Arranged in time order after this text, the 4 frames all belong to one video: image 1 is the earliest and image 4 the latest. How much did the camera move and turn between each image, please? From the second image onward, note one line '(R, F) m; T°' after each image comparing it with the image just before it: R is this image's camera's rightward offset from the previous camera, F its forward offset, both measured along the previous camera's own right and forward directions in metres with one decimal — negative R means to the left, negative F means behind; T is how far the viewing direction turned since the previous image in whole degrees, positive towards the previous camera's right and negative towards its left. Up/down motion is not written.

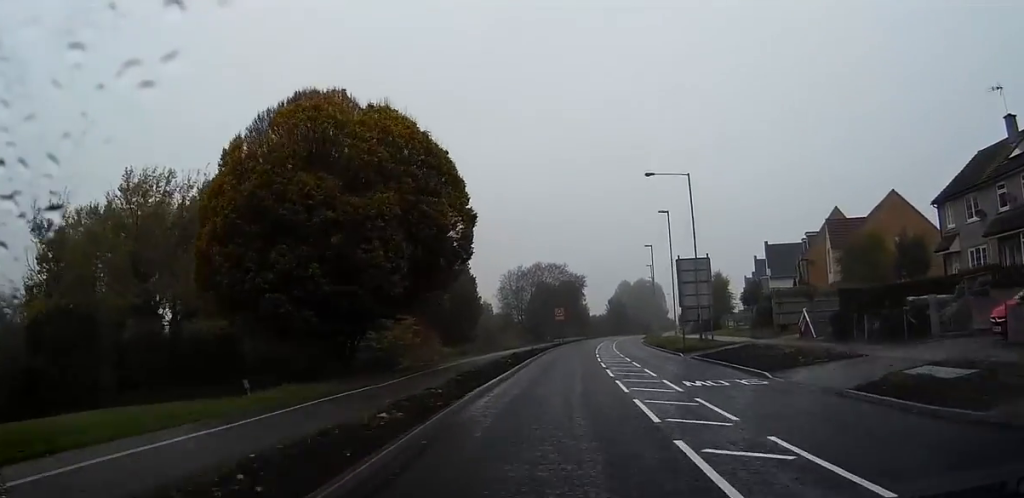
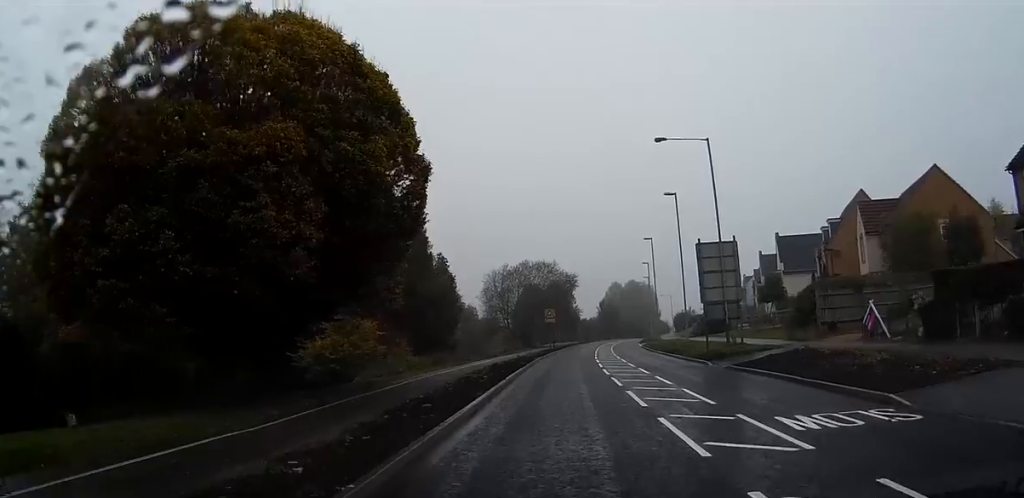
(0.0, +9.2) m; +2°
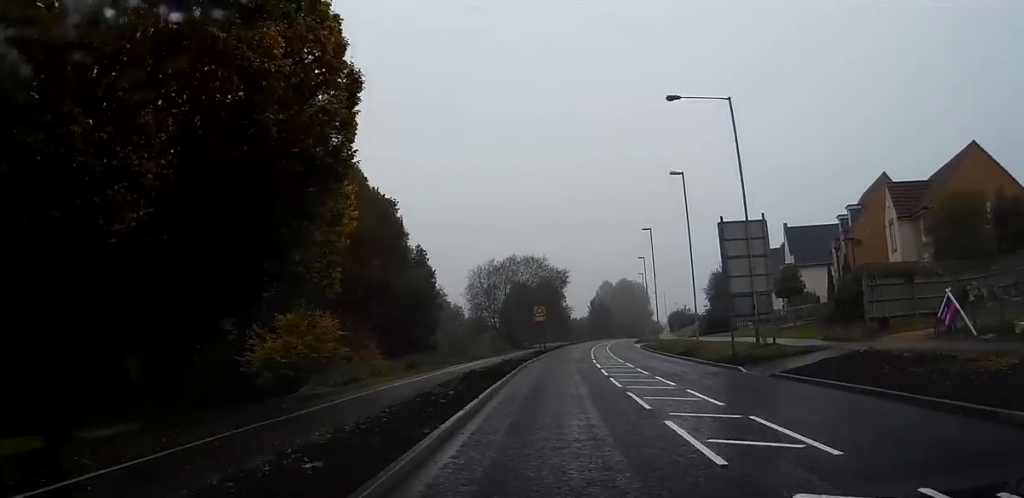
(+0.1, +6.7) m; +2°
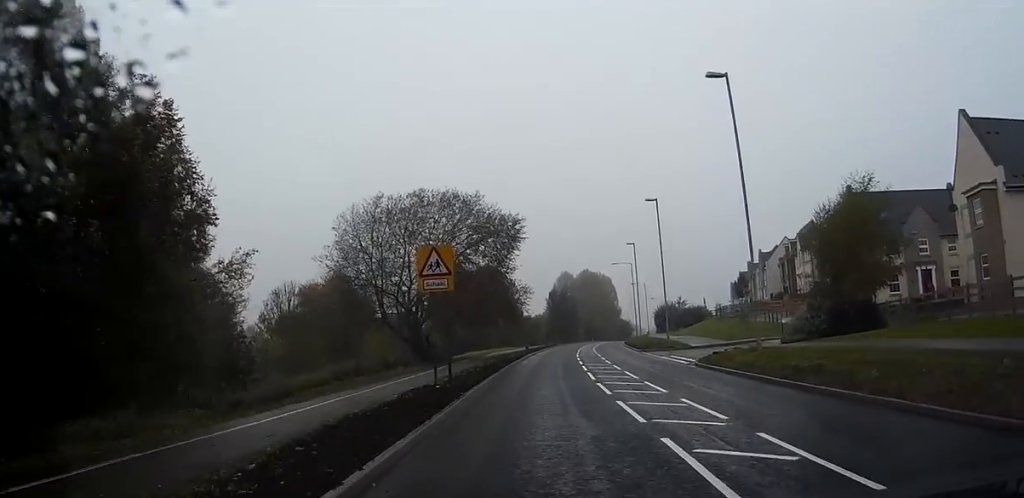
(+2.5, +44.5) m; +5°
